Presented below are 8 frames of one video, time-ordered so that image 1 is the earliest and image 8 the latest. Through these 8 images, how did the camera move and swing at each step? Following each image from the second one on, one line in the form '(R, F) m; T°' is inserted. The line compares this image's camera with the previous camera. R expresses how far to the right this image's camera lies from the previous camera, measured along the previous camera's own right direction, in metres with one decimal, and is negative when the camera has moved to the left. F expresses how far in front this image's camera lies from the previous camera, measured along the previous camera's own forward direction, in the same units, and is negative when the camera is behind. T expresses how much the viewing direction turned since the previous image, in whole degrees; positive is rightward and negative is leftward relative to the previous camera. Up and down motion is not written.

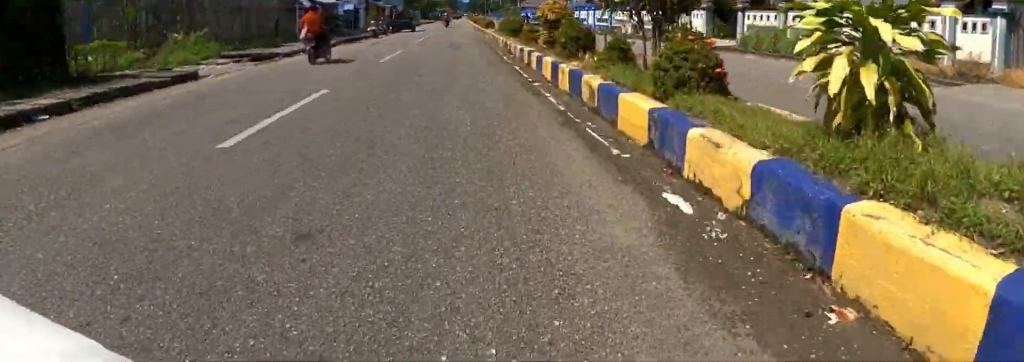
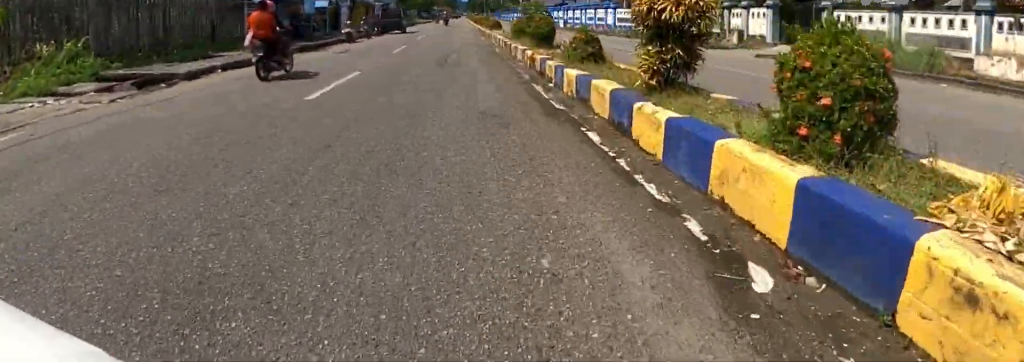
(0.0, +4.8) m; 0°
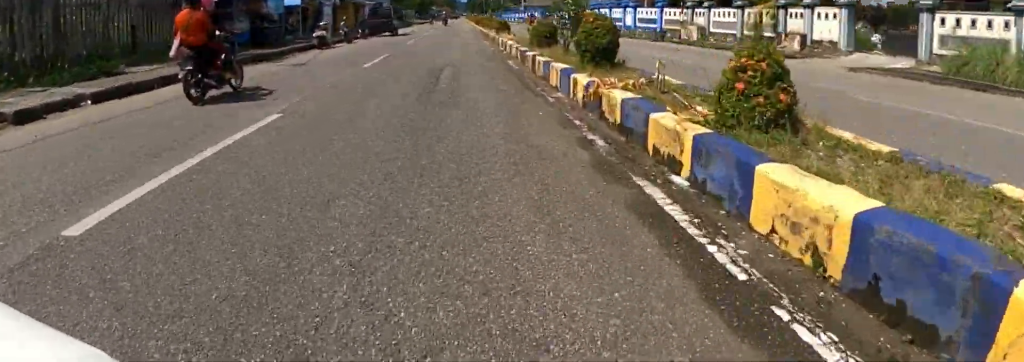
(0.0, +3.5) m; +1°
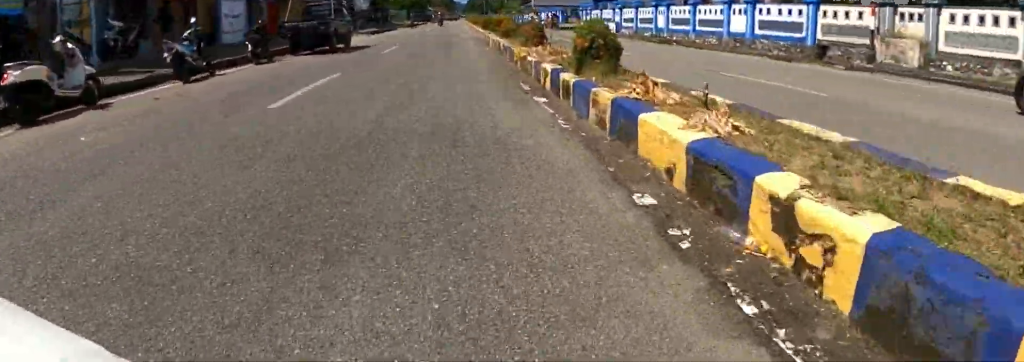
(+0.2, +10.7) m; +2°
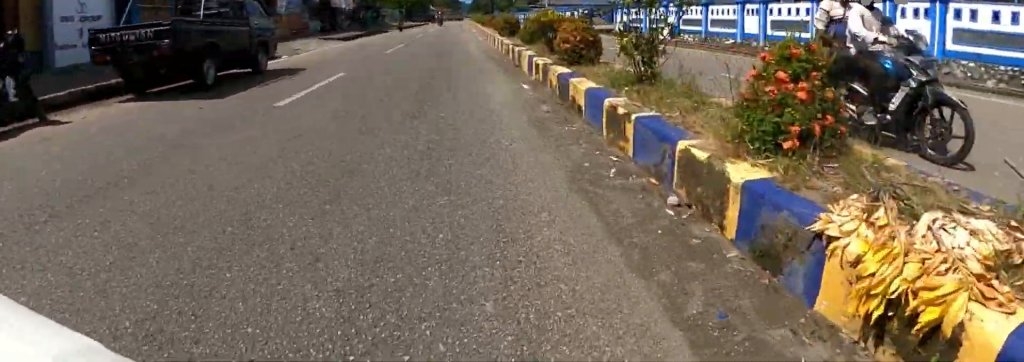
(0.0, +6.8) m; 0°
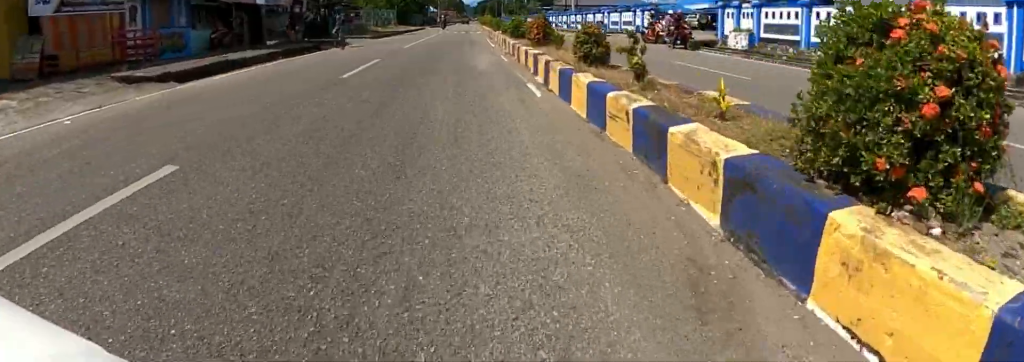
(0.0, +14.9) m; 0°
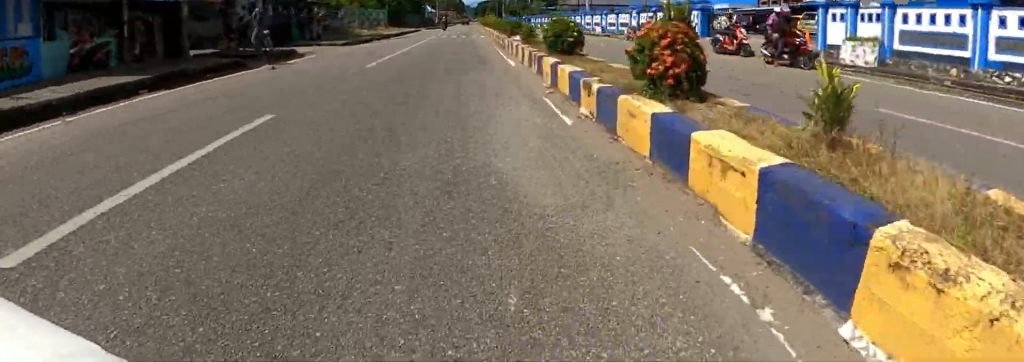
(0.0, +8.3) m; 0°
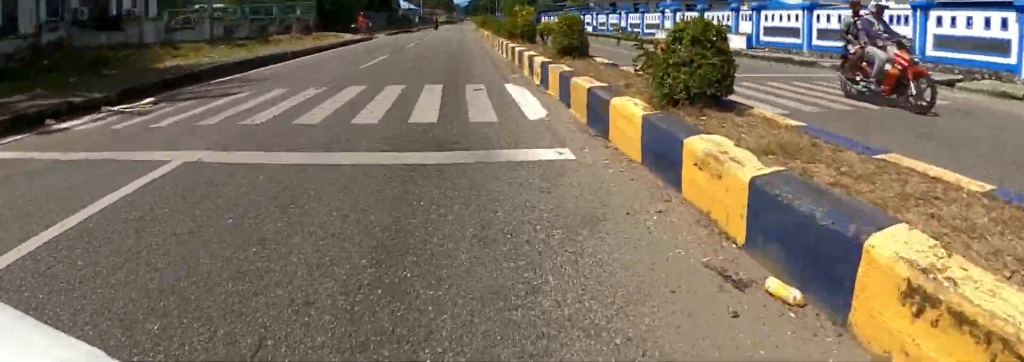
(+0.2, +27.6) m; +2°
